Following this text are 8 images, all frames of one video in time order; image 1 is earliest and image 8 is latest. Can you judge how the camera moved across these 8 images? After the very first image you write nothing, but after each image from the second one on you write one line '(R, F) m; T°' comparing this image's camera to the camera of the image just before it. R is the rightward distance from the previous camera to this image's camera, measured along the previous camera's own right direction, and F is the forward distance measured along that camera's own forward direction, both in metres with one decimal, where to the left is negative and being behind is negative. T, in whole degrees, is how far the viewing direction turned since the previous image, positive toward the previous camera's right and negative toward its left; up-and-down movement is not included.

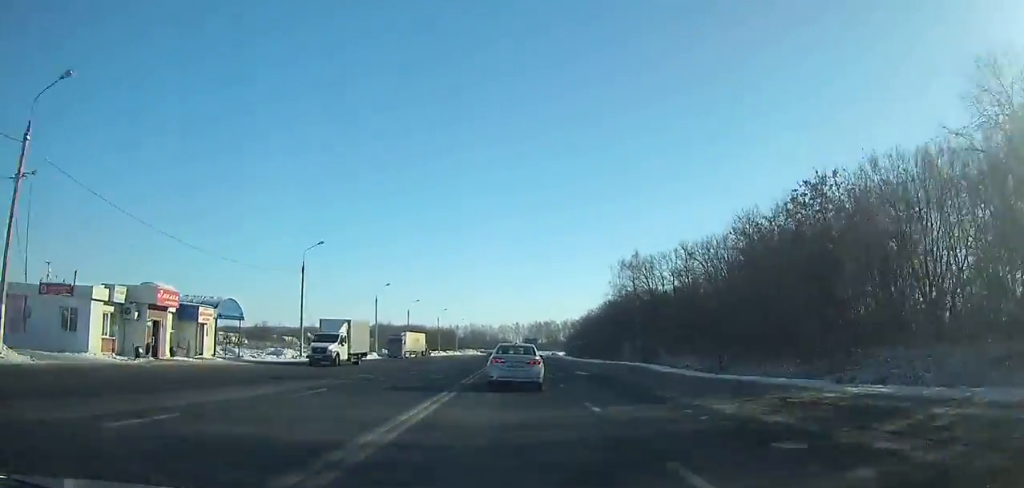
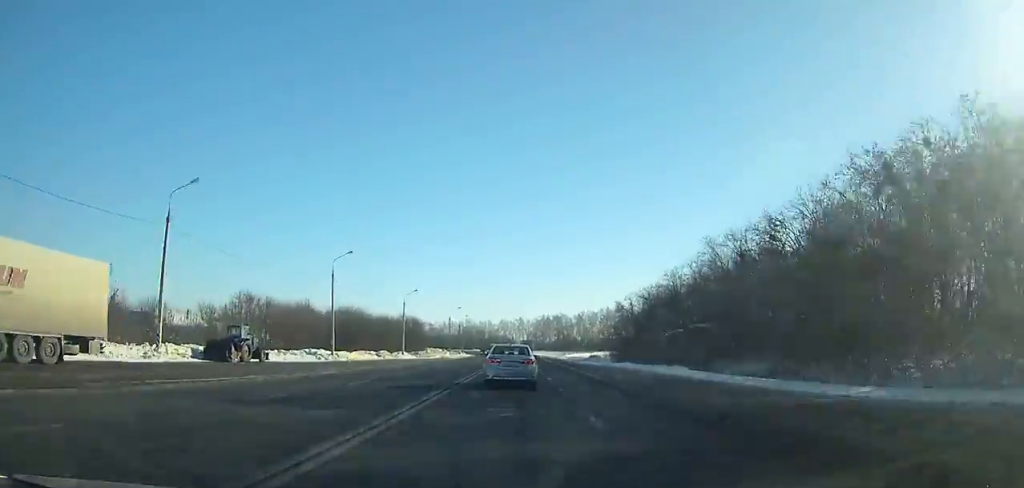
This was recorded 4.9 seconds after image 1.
(-0.5, +83.3) m; -1°
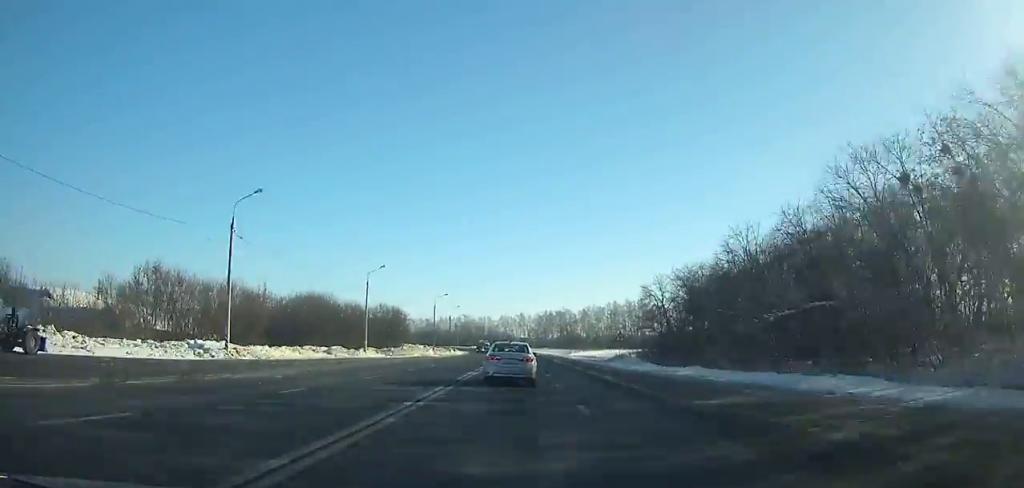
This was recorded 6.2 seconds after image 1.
(0.0, +22.5) m; 0°
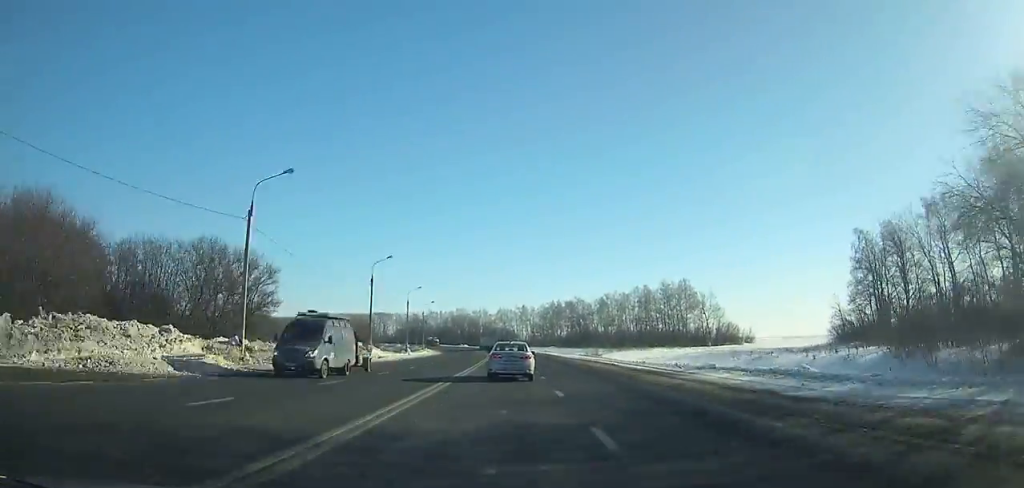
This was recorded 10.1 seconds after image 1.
(-0.3, +68.7) m; -1°
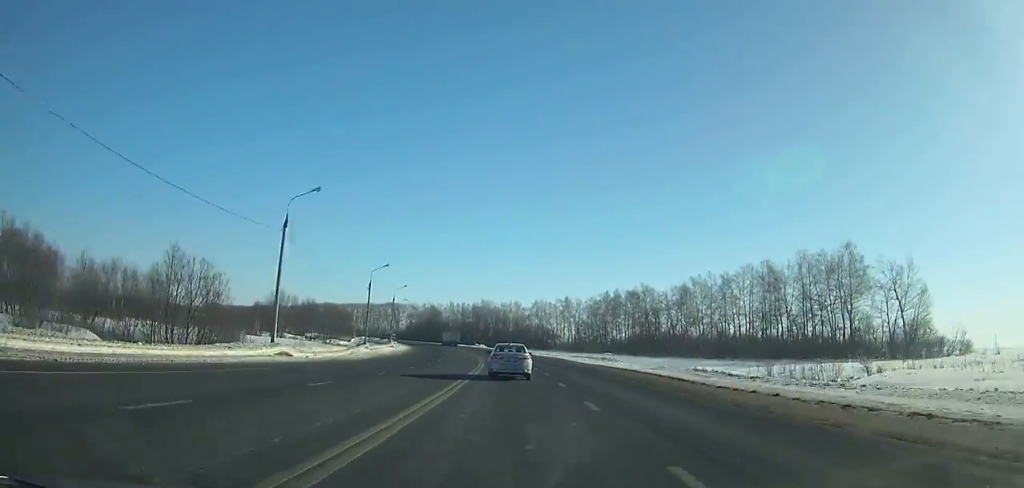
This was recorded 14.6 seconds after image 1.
(-2.1, +83.0) m; -4°
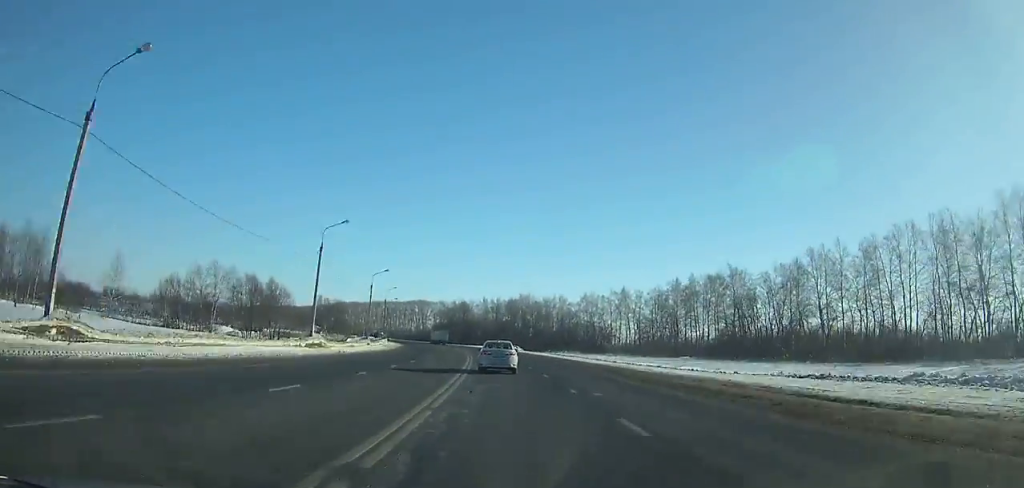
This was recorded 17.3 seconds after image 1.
(-1.4, +52.1) m; -5°
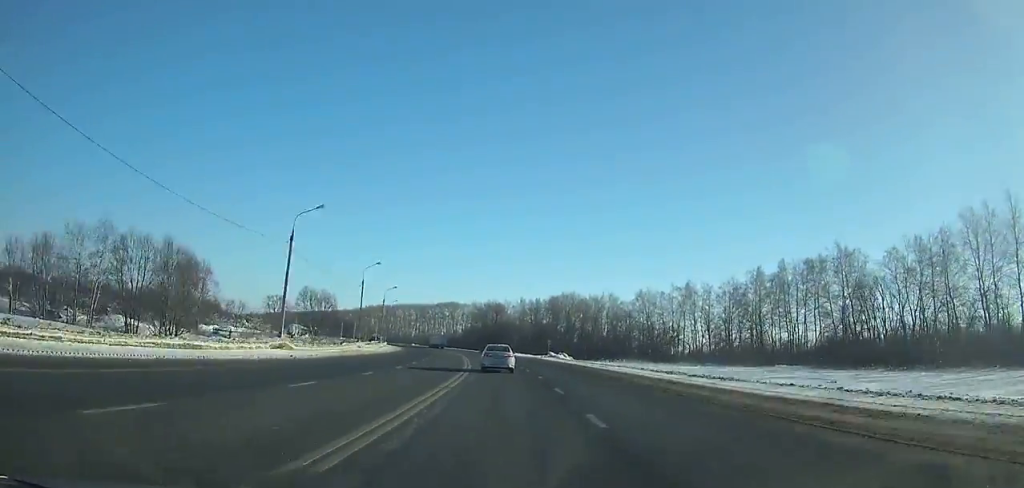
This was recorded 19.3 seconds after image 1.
(-1.5, +39.9) m; -4°
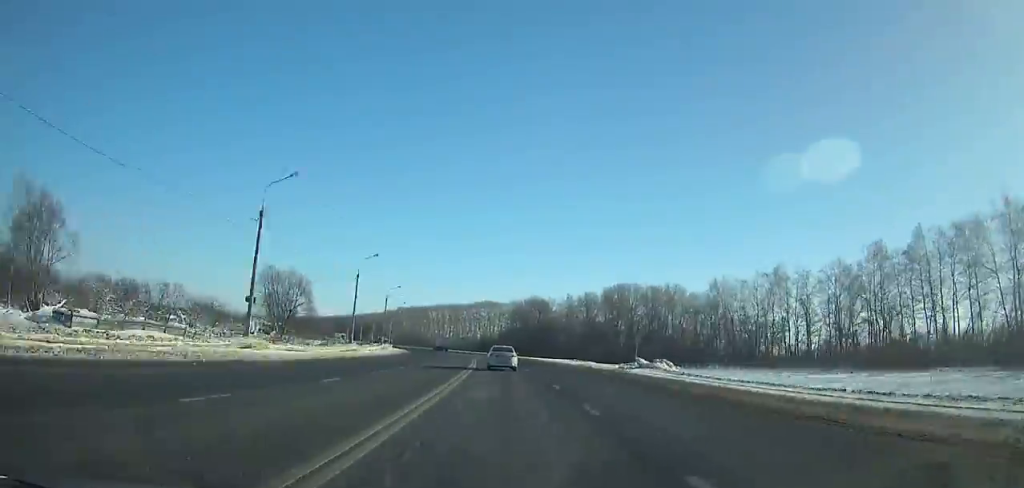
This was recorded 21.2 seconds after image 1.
(-1.8, +39.5) m; -4°
